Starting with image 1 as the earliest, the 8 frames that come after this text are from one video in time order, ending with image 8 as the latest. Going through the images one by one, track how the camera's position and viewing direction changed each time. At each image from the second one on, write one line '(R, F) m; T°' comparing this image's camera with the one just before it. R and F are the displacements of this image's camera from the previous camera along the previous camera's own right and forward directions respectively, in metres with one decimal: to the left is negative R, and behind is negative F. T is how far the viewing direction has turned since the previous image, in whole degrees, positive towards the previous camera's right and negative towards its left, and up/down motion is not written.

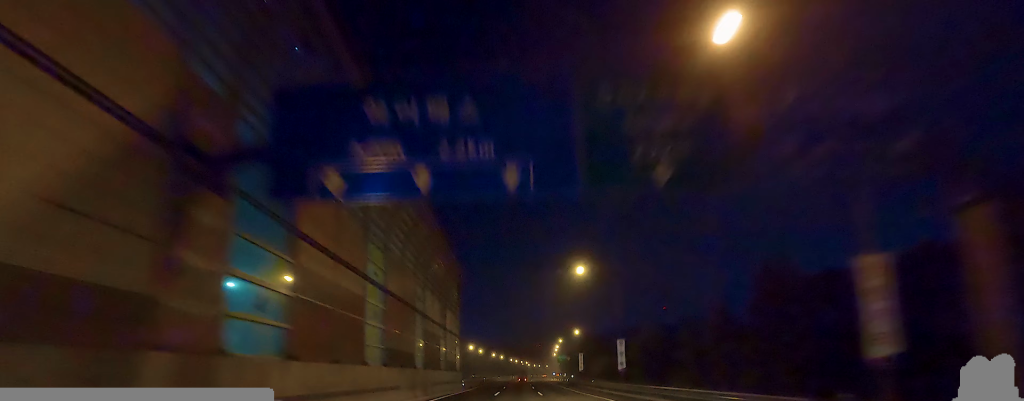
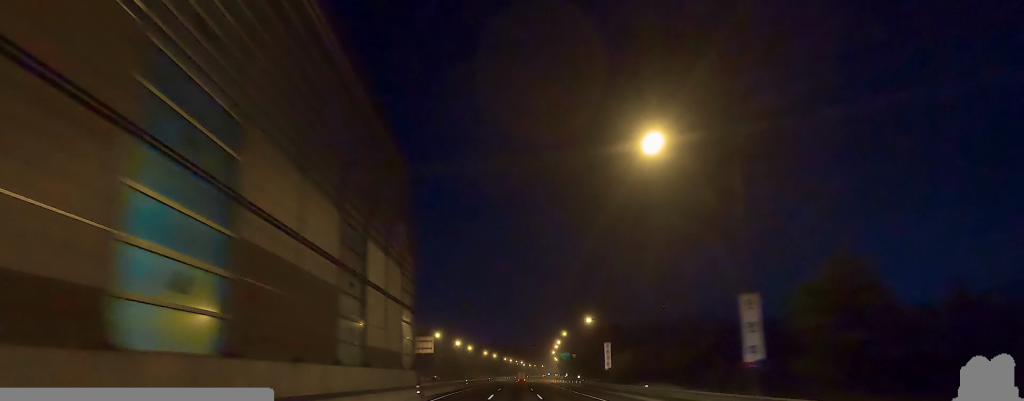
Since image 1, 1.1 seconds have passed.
(-0.3, +27.4) m; 0°
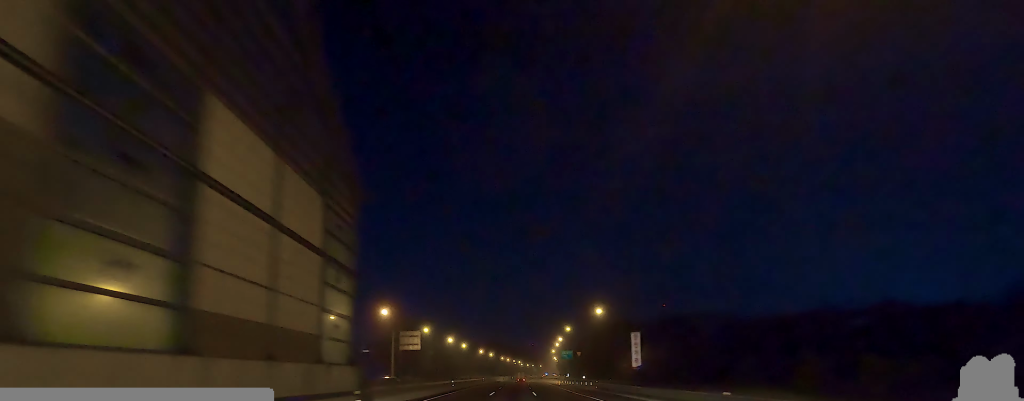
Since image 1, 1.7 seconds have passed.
(+0.7, +13.8) m; 0°
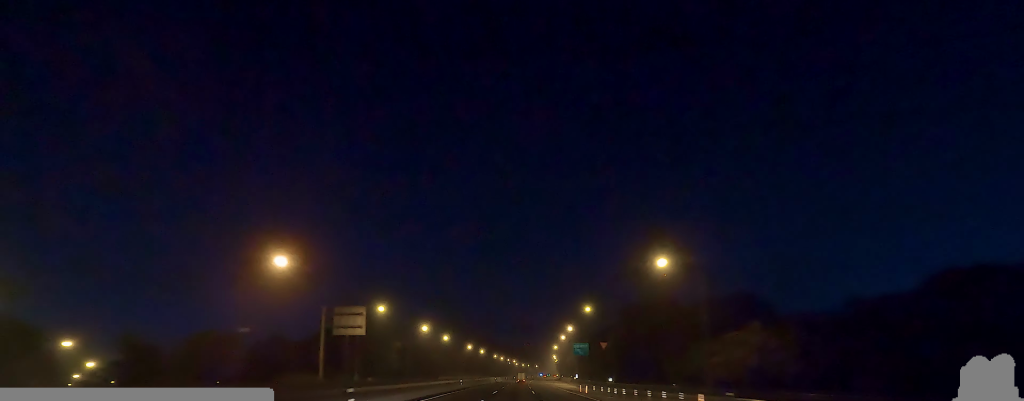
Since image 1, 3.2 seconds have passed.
(-0.5, +35.6) m; +2°
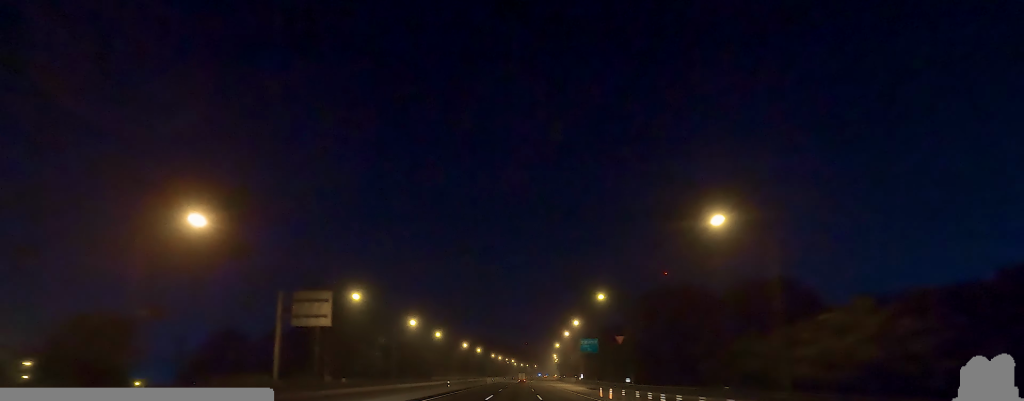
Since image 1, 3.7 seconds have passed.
(+0.5, +12.2) m; +2°
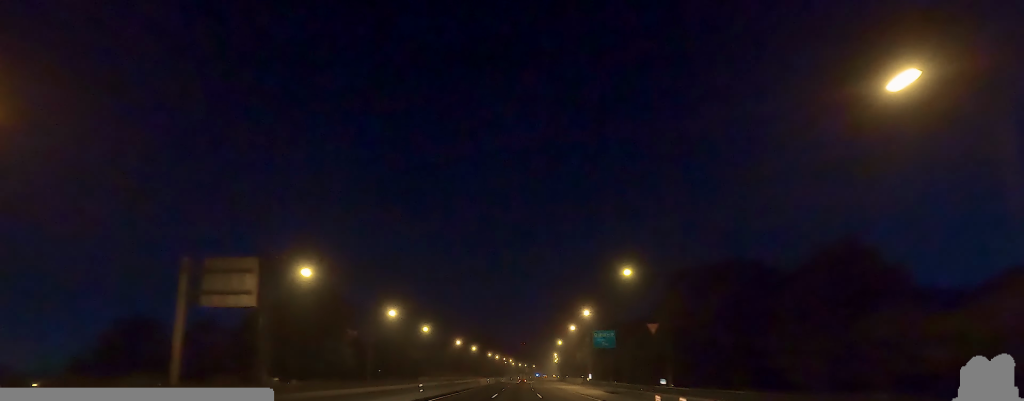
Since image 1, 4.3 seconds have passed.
(-0.1, +15.8) m; 0°
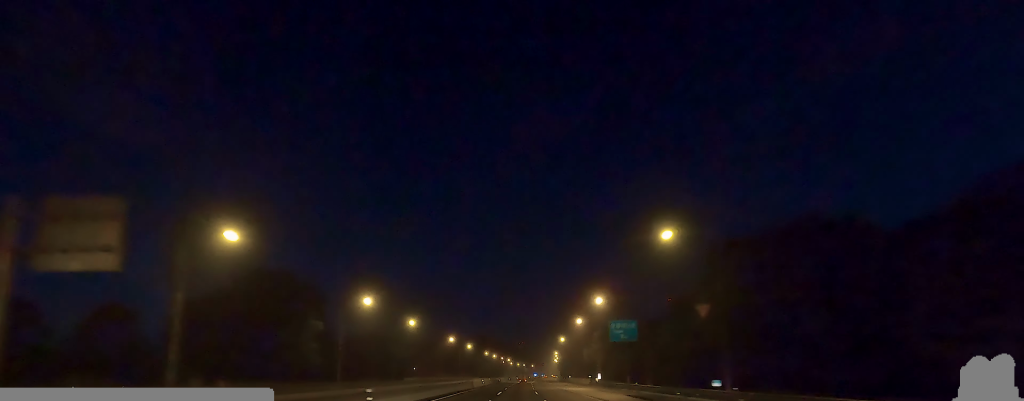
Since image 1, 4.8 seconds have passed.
(0.0, +13.4) m; 0°
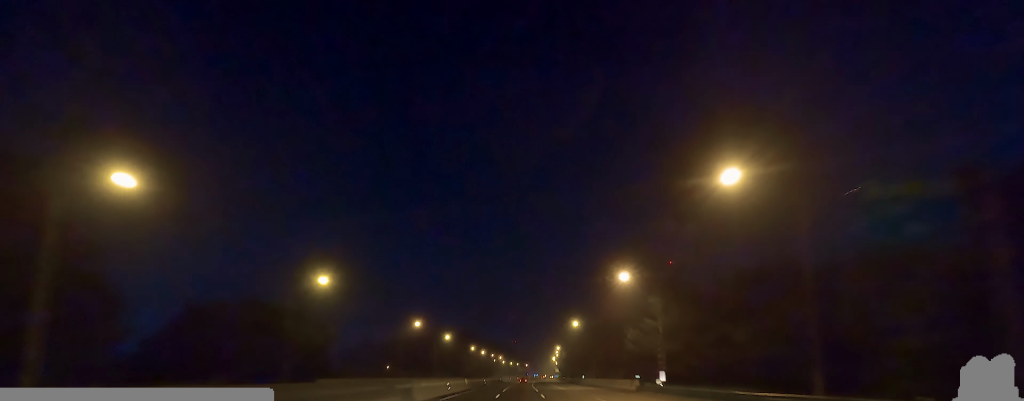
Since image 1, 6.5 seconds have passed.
(+0.1, +43.4) m; +3°
